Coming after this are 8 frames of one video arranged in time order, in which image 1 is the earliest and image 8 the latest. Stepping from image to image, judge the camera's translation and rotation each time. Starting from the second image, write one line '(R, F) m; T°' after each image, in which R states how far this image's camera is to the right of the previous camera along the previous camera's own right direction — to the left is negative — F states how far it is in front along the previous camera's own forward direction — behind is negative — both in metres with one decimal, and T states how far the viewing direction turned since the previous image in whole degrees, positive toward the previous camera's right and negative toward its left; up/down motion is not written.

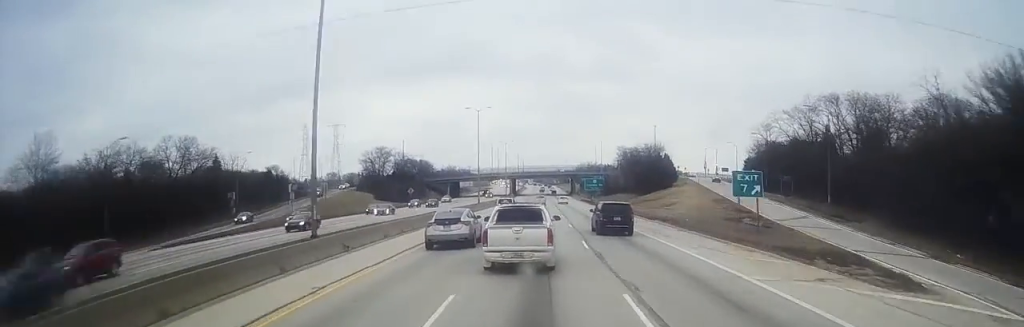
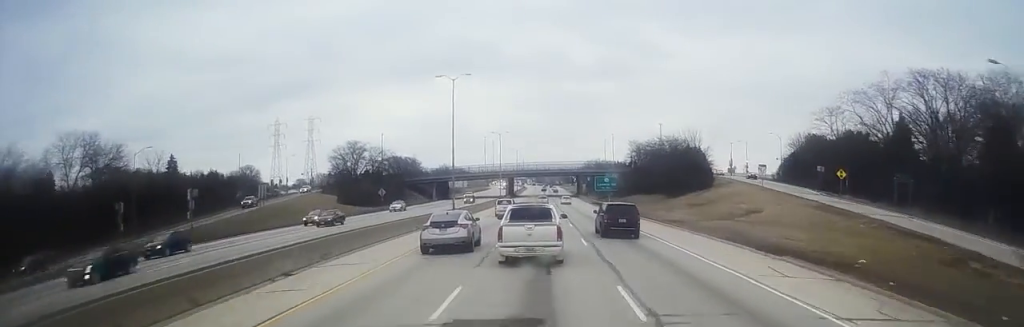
(-1.3, +30.2) m; -2°
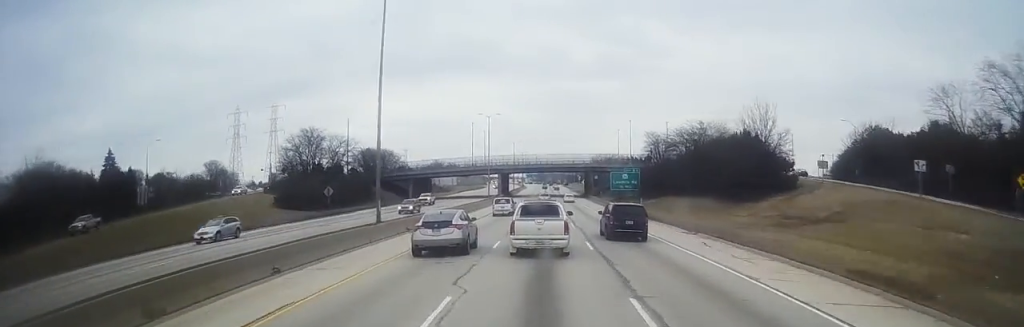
(-0.1, +34.0) m; 0°
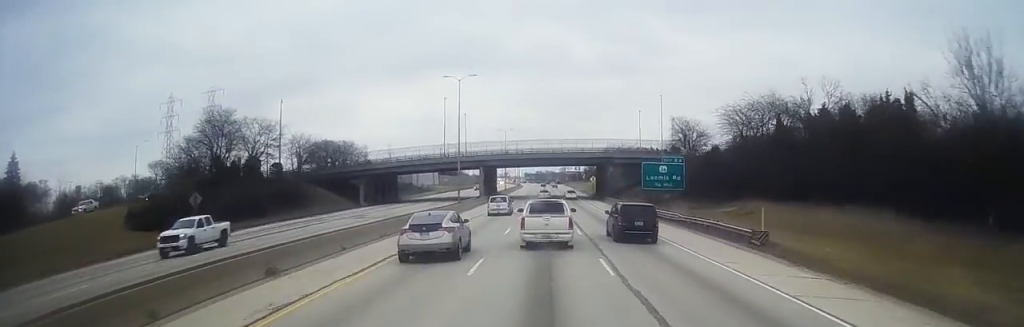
(0.0, +40.6) m; 0°
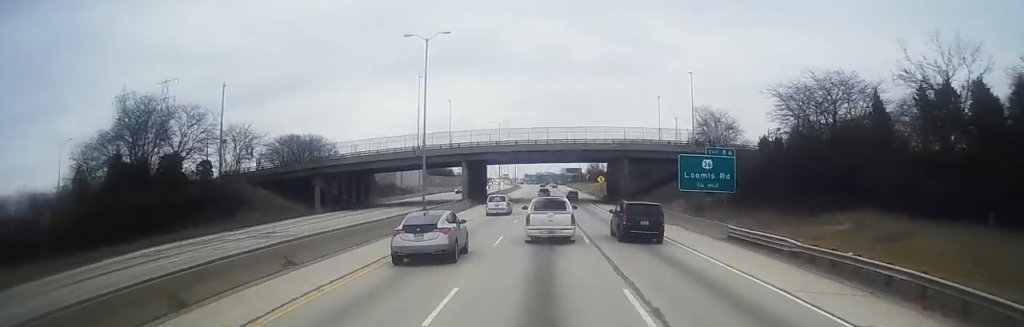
(0.0, +23.9) m; 0°
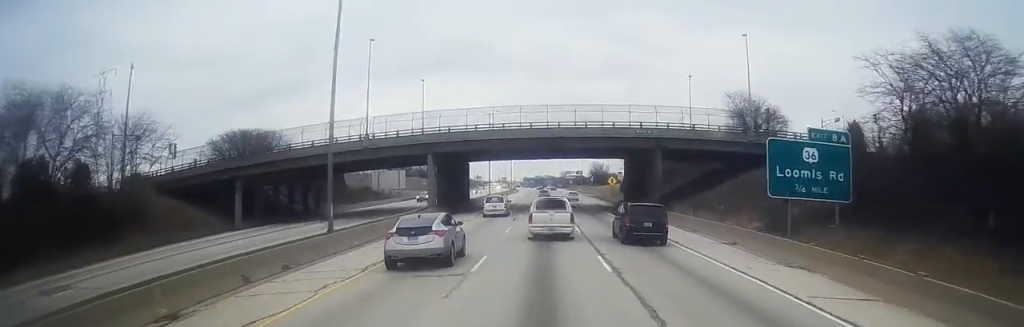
(0.0, +22.3) m; 0°
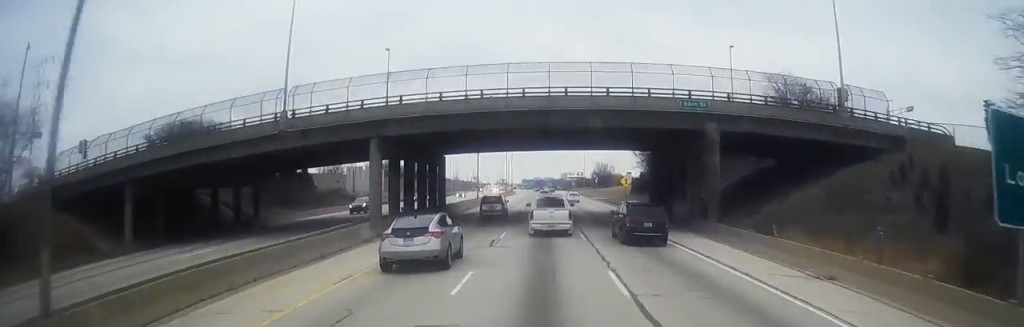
(0.0, +17.8) m; +1°
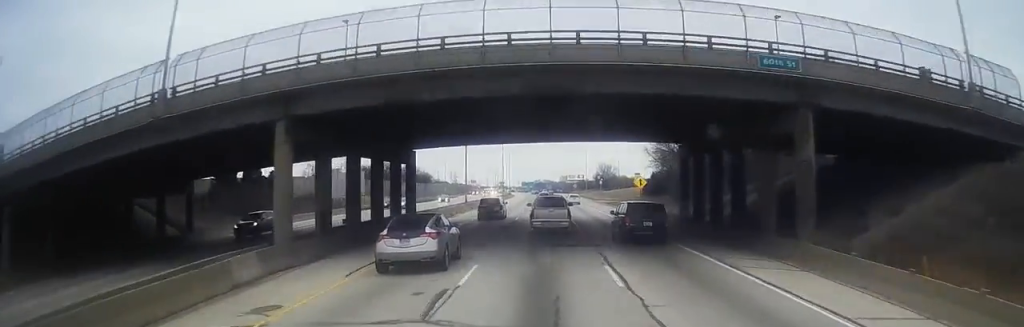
(0.0, +13.0) m; +1°
